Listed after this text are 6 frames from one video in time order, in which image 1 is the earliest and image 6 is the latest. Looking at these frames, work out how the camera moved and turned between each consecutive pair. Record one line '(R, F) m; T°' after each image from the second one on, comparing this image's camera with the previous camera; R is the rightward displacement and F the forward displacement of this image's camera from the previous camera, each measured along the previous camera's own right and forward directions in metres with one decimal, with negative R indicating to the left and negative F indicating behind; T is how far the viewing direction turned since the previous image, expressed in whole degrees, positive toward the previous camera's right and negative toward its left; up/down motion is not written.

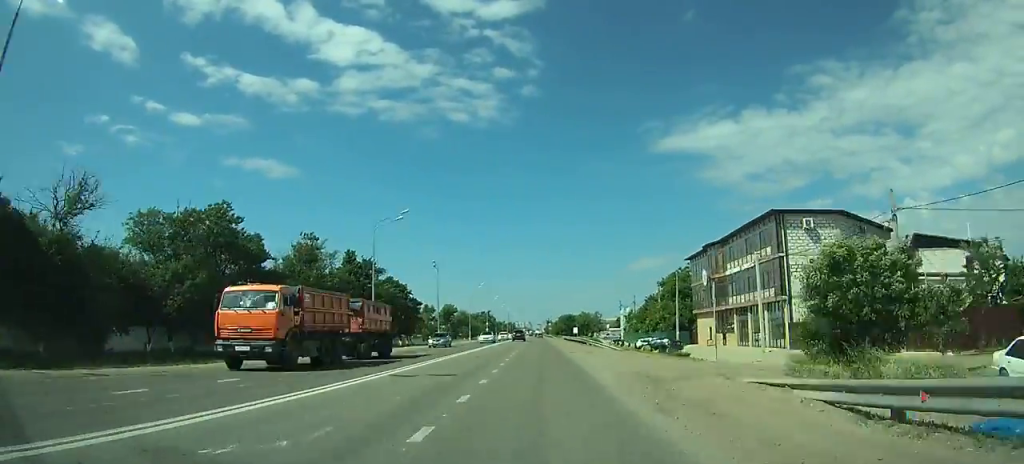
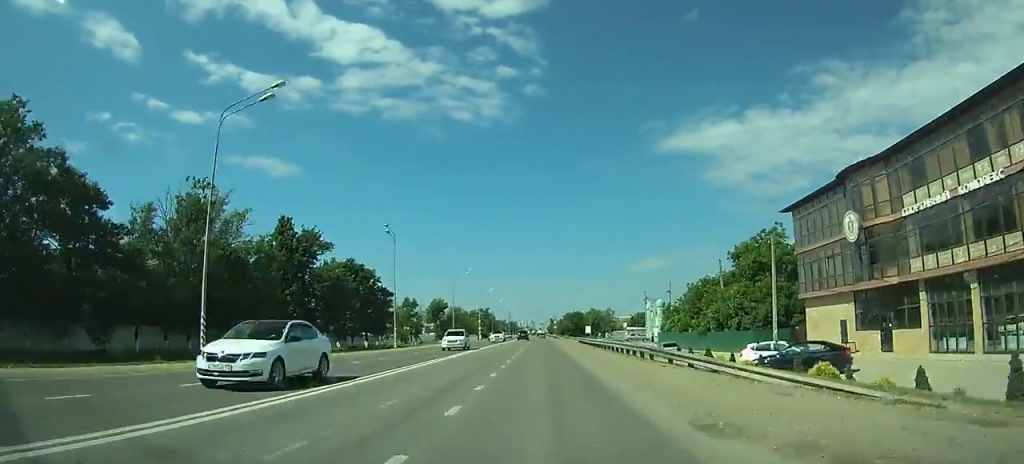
(+0.3, +30.6) m; 0°
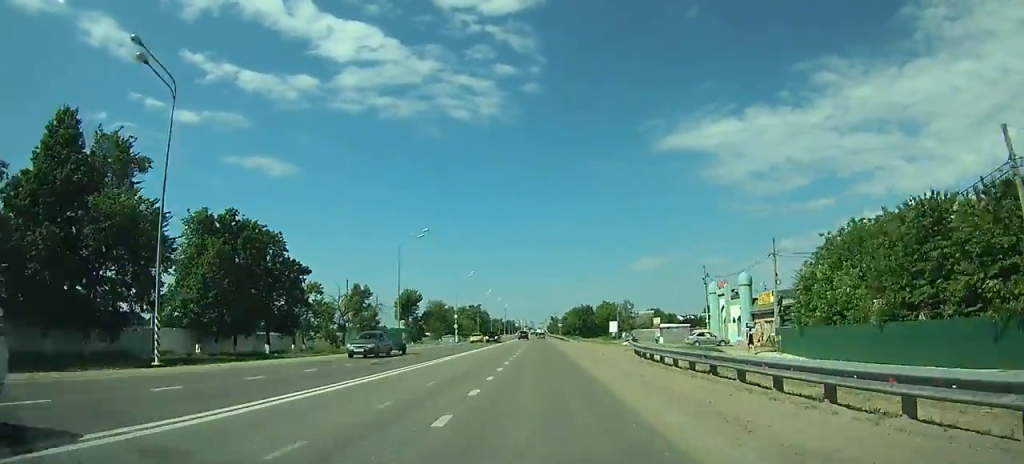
(+0.1, +40.8) m; 0°
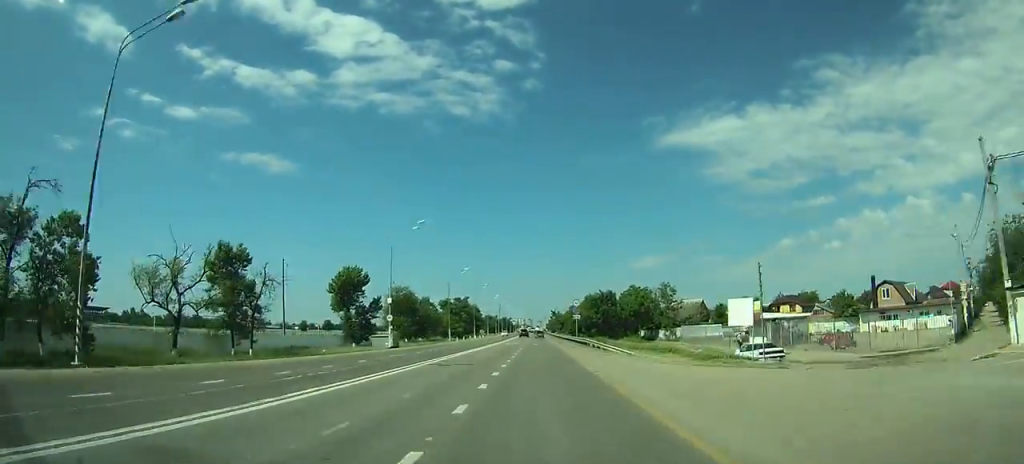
(-0.2, +44.6) m; 0°
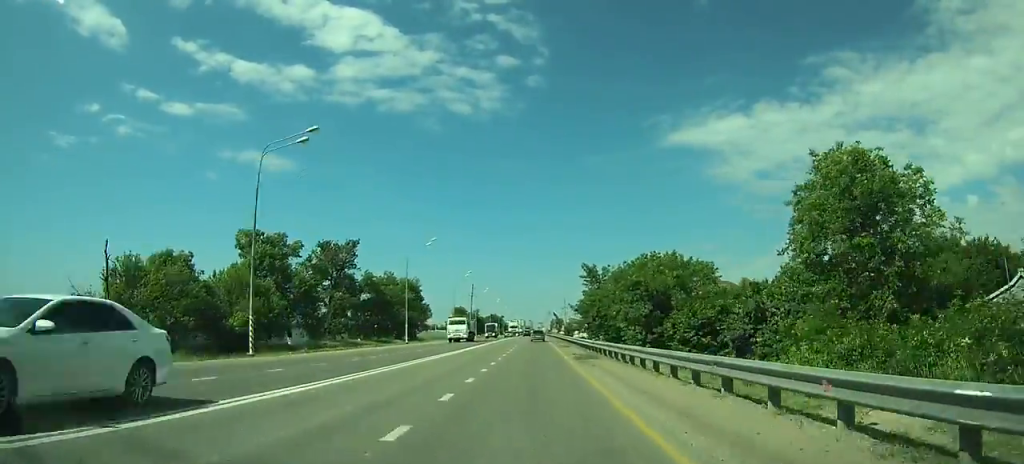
(+1.0, +151.5) m; +1°
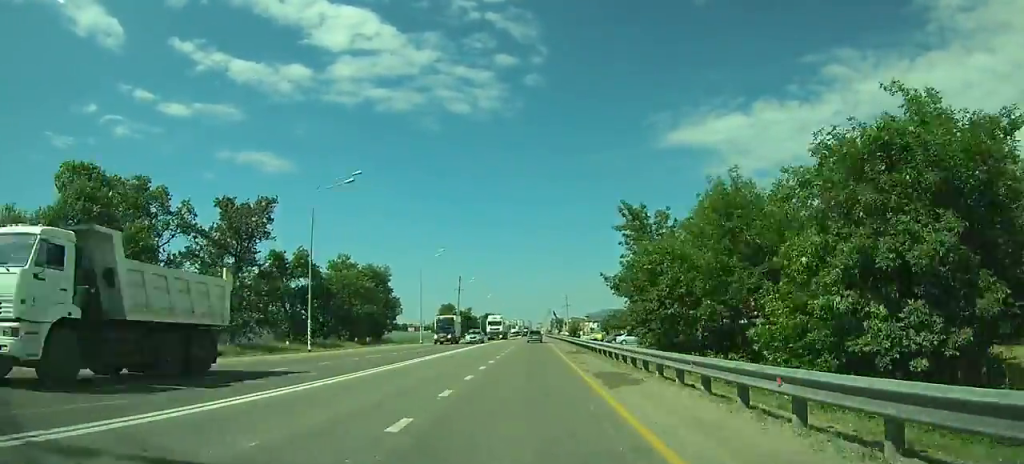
(0.0, +32.6) m; 0°
